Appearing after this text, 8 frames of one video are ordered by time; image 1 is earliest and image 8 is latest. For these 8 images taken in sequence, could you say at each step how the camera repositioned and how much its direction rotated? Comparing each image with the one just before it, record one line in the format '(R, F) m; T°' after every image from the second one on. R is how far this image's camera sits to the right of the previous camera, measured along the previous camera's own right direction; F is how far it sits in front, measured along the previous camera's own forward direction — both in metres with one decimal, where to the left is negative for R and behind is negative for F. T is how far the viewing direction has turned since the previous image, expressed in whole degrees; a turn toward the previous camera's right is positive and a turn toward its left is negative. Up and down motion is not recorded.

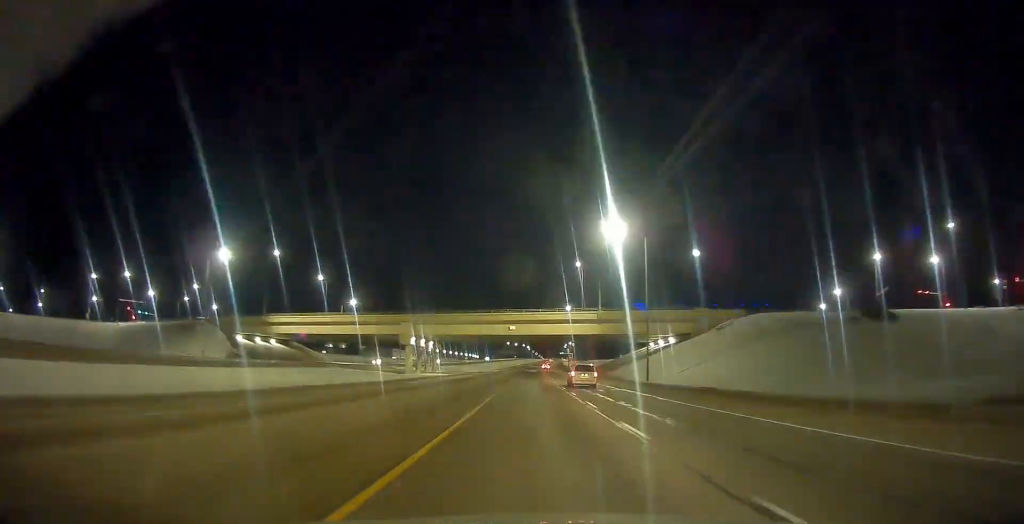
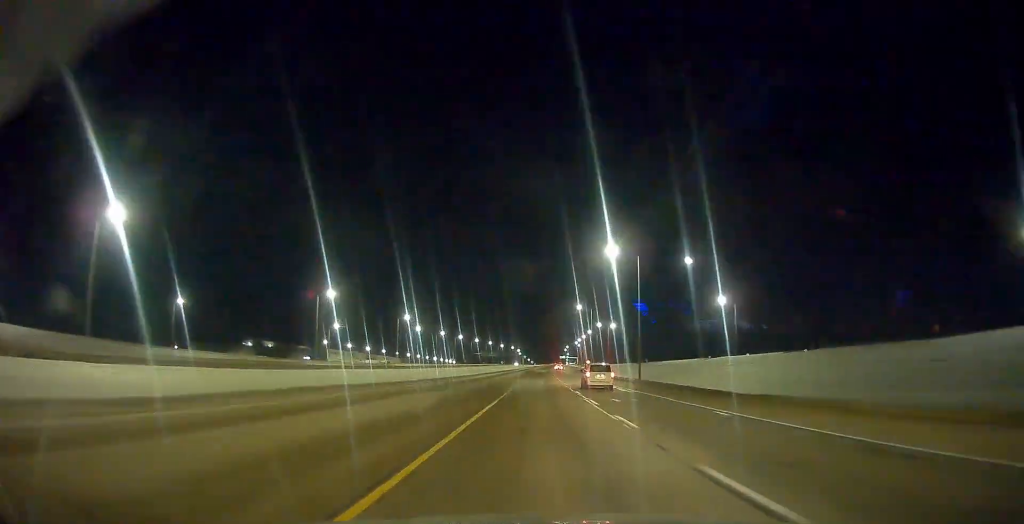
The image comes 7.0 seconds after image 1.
(+2.7, +203.1) m; +2°
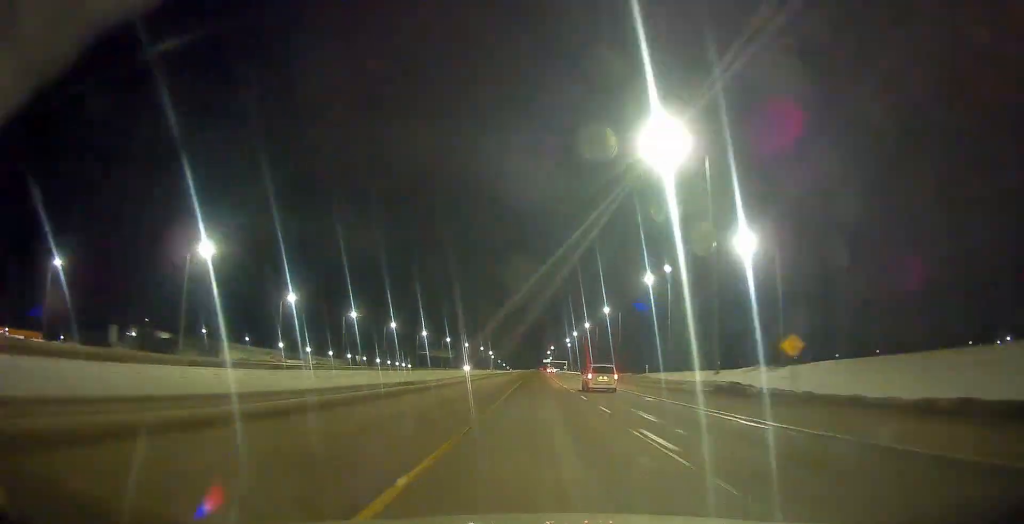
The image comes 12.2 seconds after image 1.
(+2.8, +148.8) m; +1°
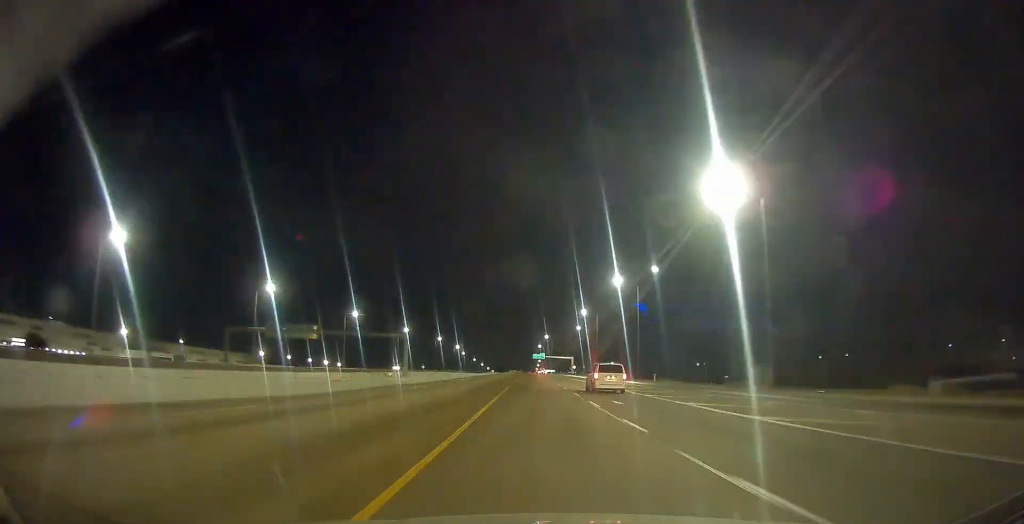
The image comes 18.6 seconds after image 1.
(+1.9, +185.8) m; +1°
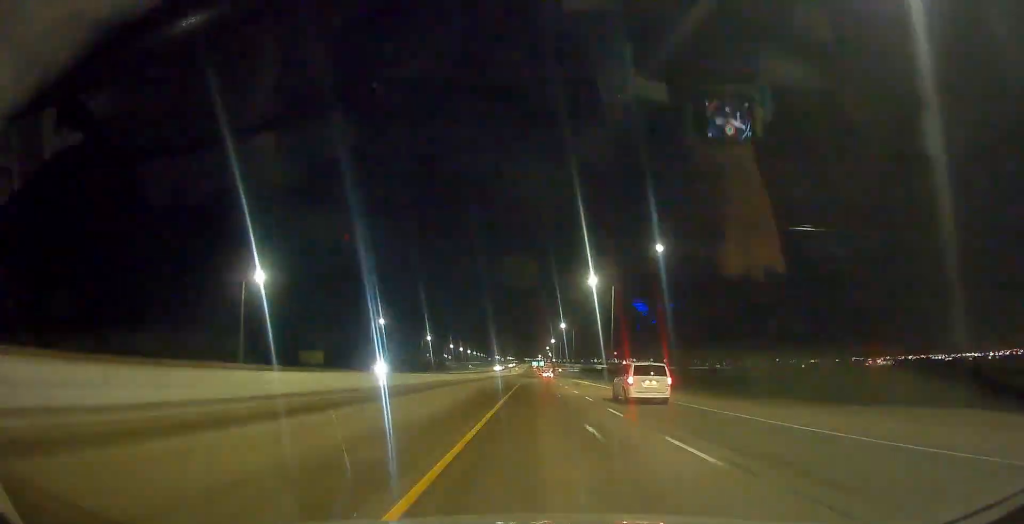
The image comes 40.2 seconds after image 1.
(+2.5, +657.3) m; 0°
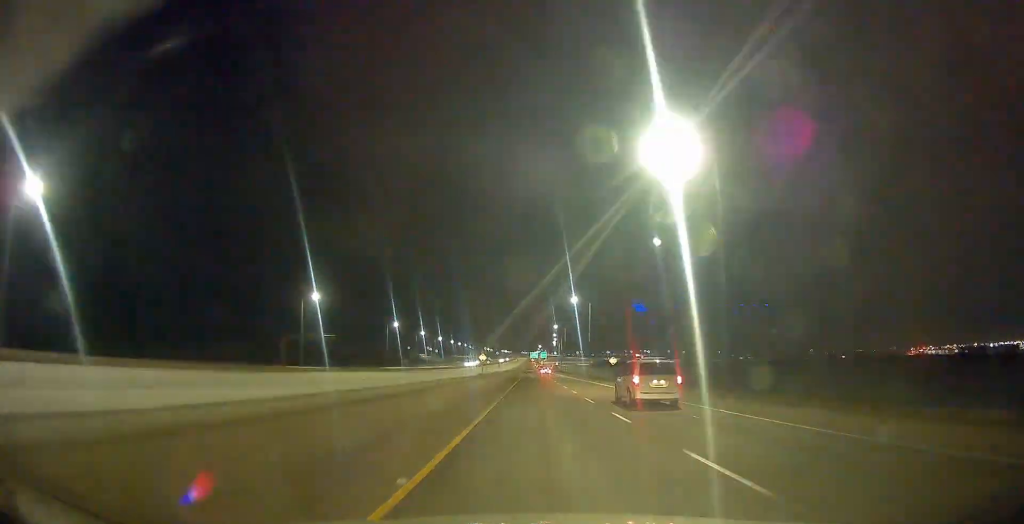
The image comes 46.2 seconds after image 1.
(+0.1, +185.3) m; 0°
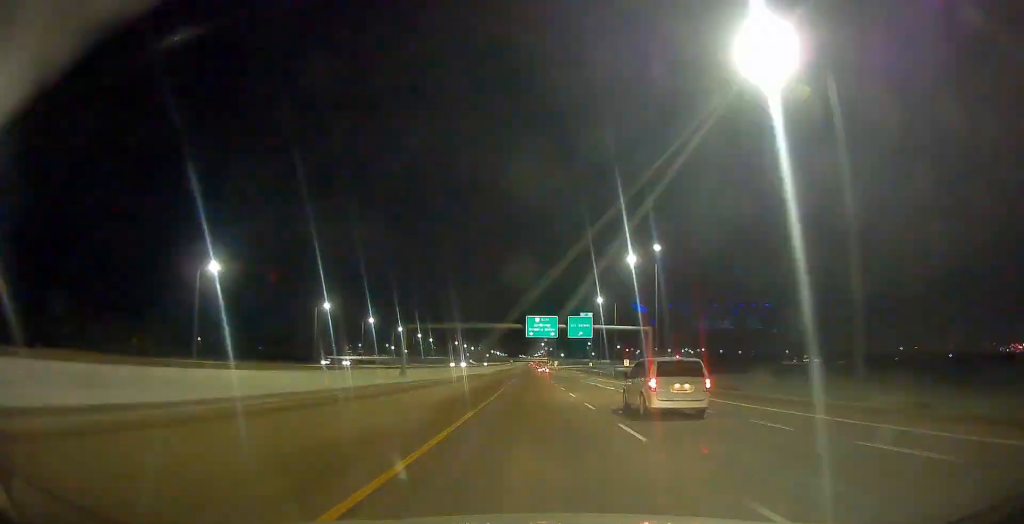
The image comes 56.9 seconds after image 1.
(-0.4, +311.3) m; 0°
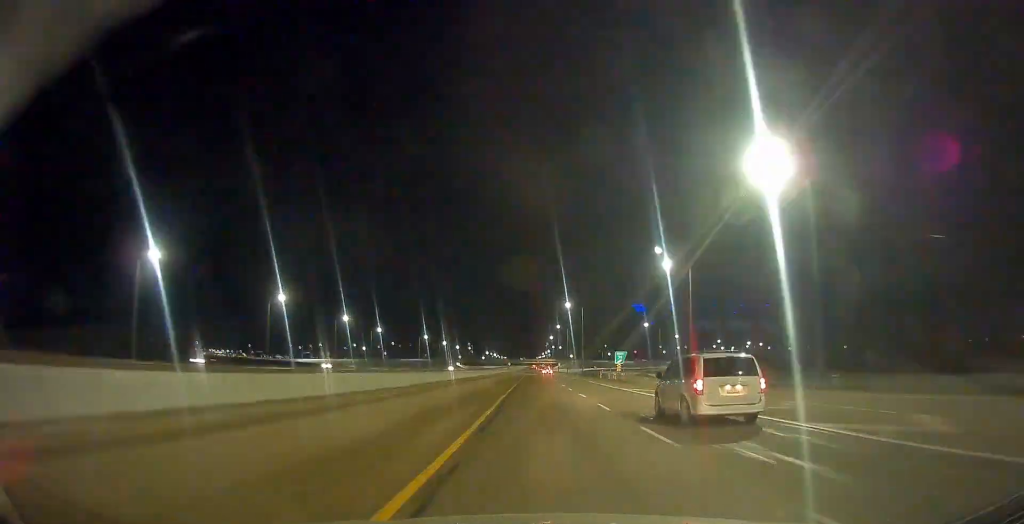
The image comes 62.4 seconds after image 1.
(-0.2, +160.6) m; 0°
